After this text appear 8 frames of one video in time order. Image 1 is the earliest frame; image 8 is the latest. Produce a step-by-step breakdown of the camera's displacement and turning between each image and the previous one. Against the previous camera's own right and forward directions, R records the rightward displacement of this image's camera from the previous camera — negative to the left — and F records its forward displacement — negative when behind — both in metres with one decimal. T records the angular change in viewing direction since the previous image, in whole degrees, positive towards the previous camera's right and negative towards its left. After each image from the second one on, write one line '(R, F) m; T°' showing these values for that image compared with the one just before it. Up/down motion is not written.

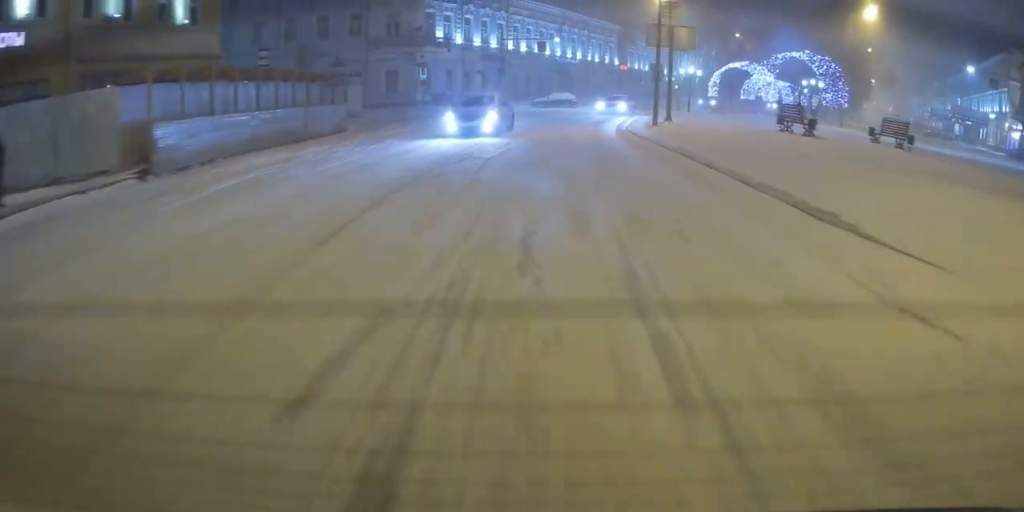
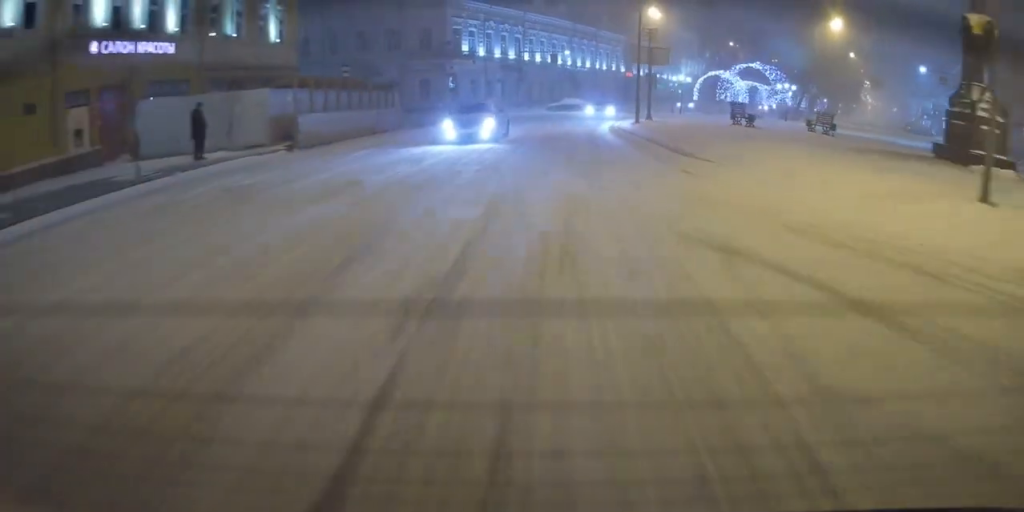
(+0.1, +8.1) m; -2°
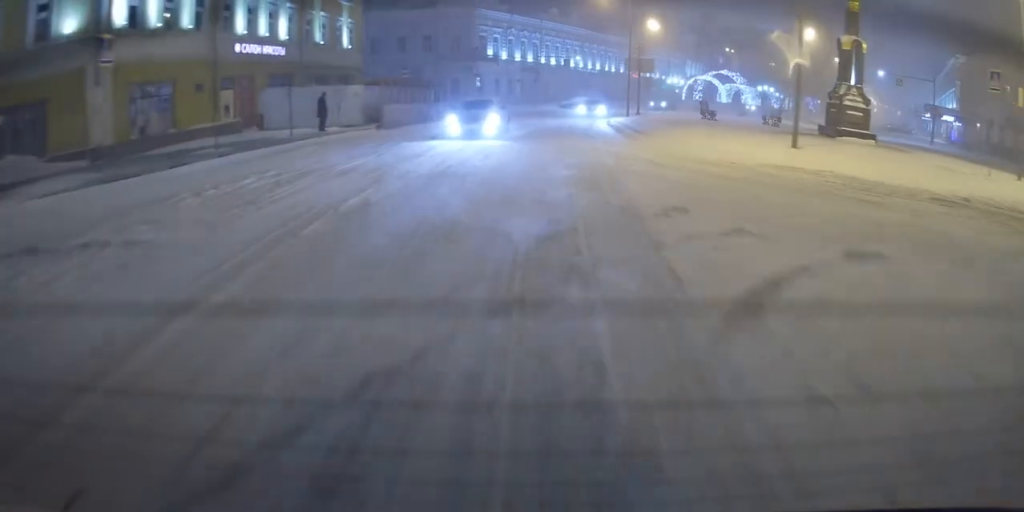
(-0.5, +9.7) m; -3°
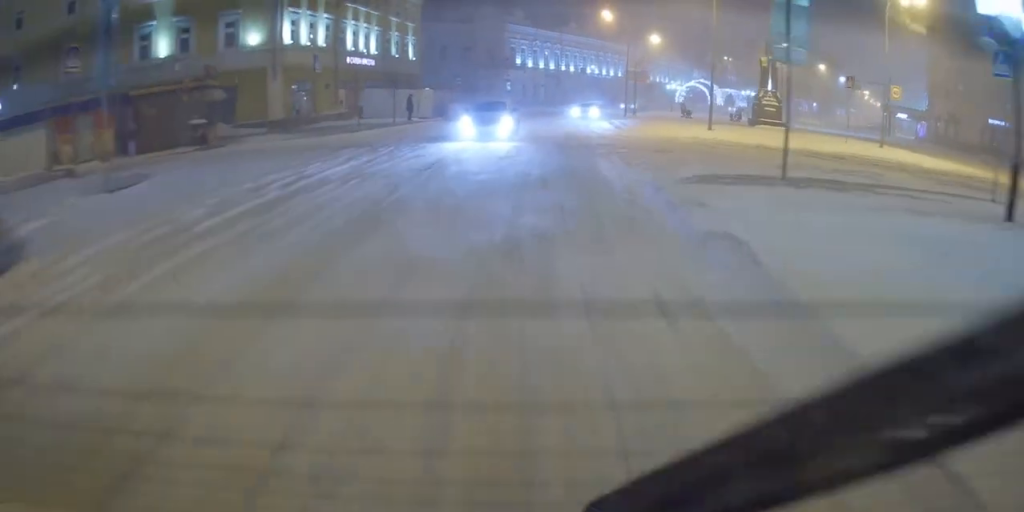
(-0.1, +13.3) m; 0°
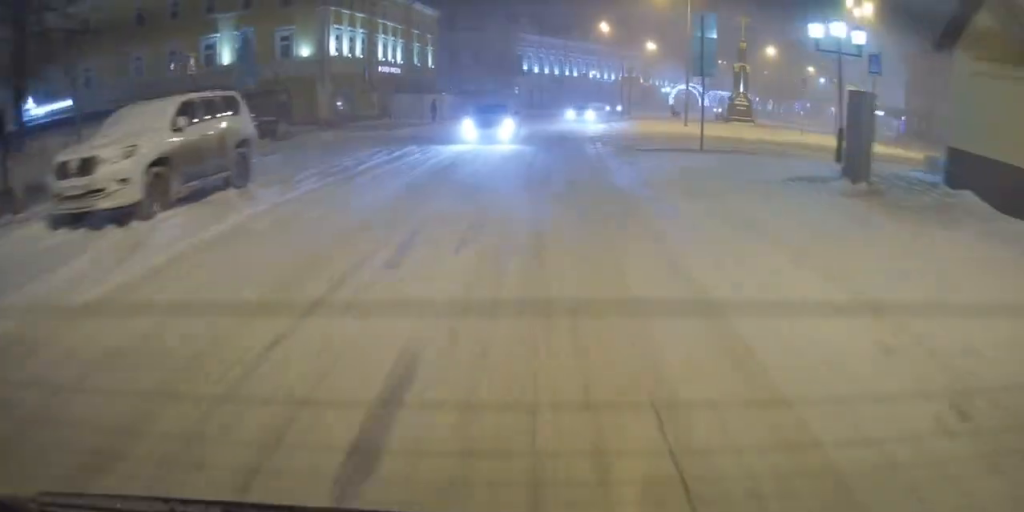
(0.0, +7.1) m; -1°
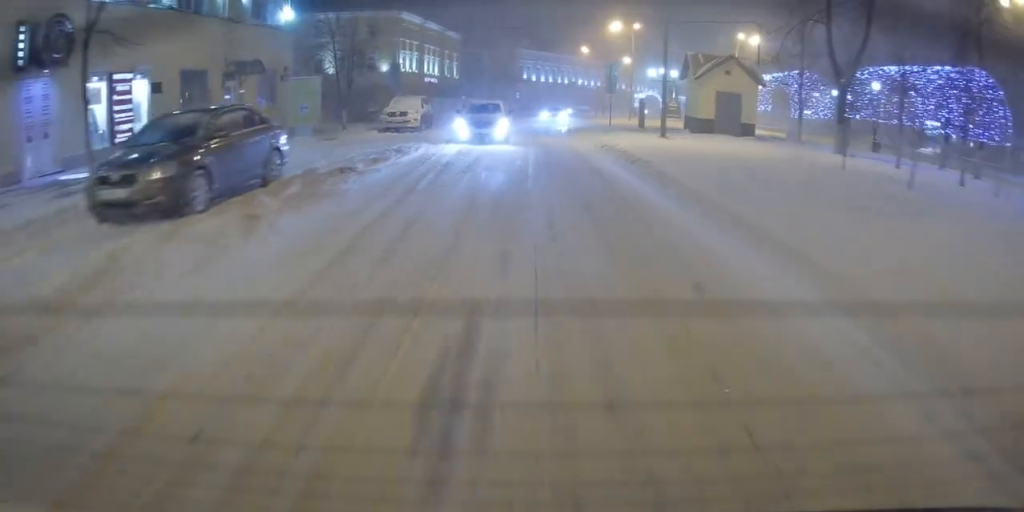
(-0.6, +21.5) m; -1°
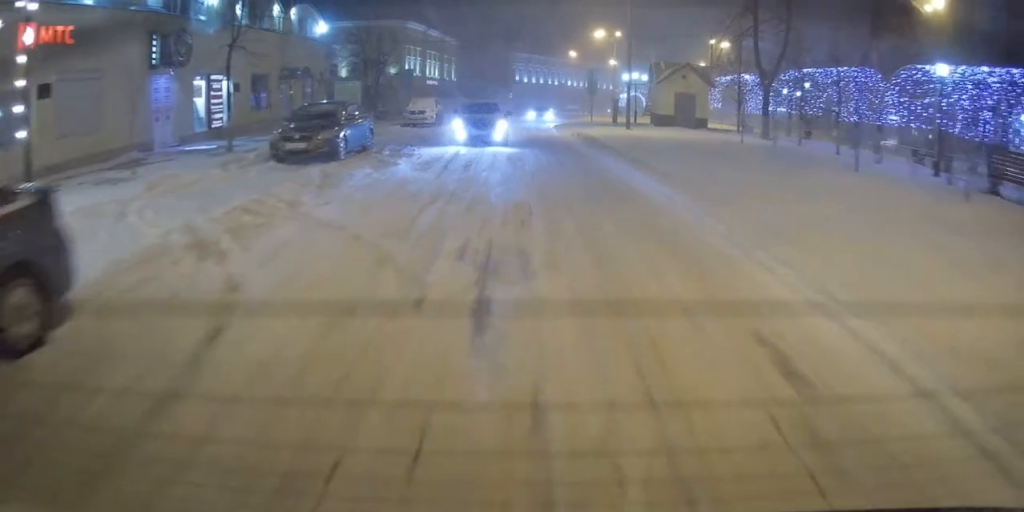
(+0.2, +7.5) m; 0°
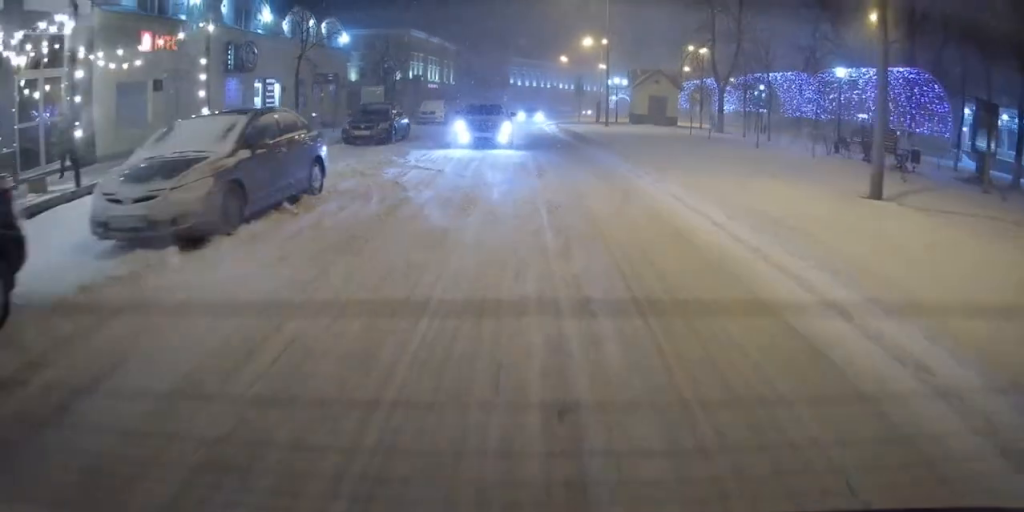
(0.0, +6.3) m; 0°
